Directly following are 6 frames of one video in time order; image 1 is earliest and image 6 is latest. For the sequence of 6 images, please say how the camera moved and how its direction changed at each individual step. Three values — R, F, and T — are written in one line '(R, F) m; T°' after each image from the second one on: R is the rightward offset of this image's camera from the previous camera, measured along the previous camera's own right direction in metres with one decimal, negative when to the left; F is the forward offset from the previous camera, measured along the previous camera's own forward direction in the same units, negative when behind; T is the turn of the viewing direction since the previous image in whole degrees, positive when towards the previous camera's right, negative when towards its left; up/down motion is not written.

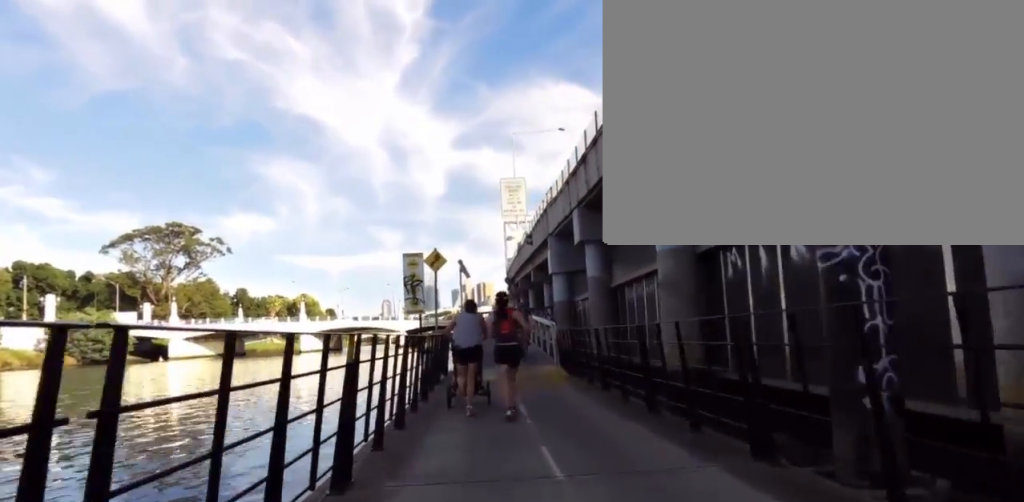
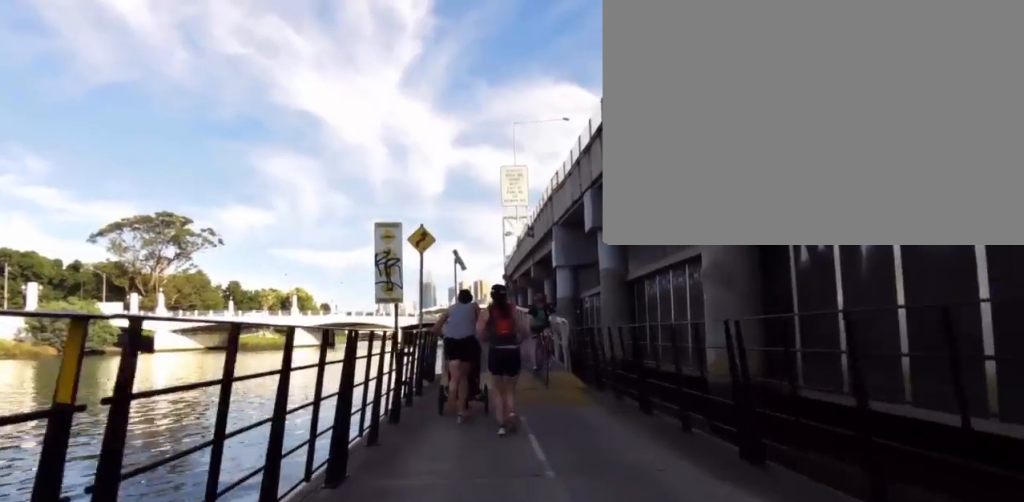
(0.0, +2.6) m; 0°
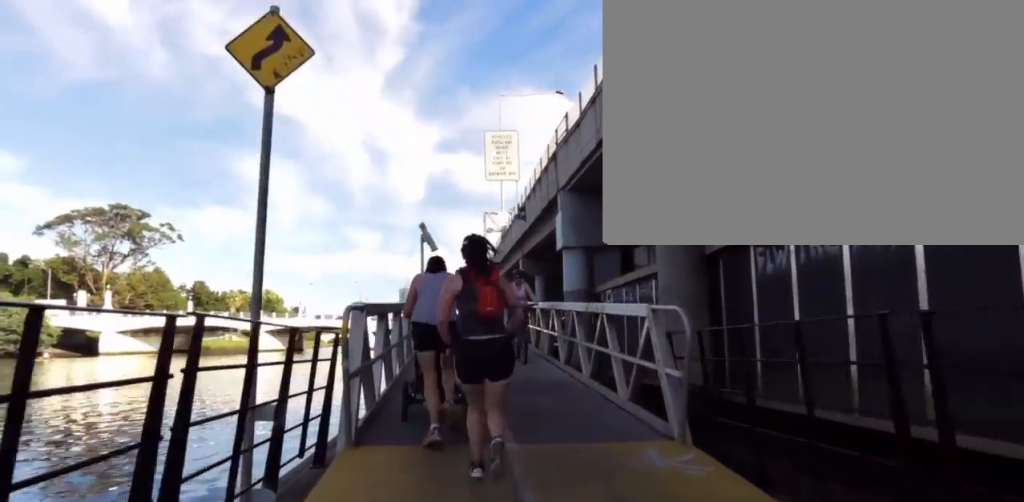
(0.0, +7.5) m; 0°
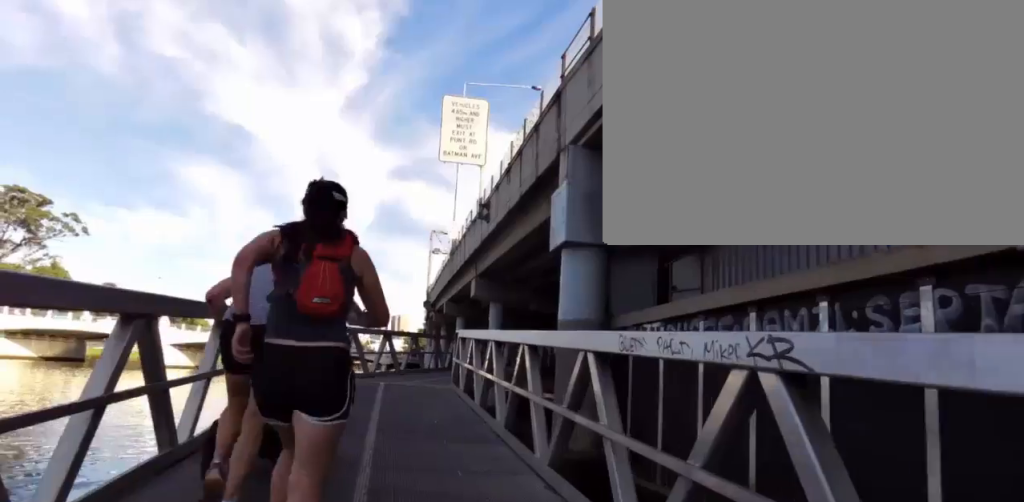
(+0.2, +7.9) m; +7°
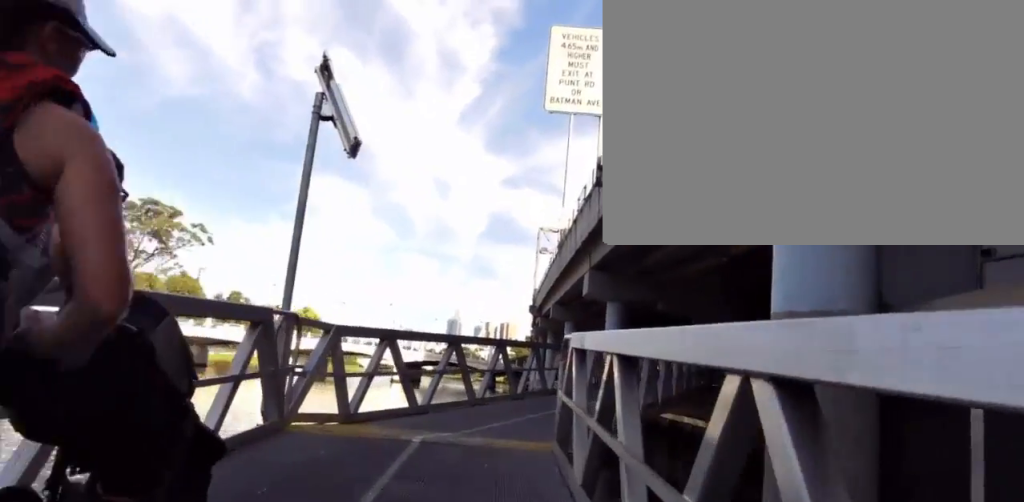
(+0.7, +6.5) m; +3°
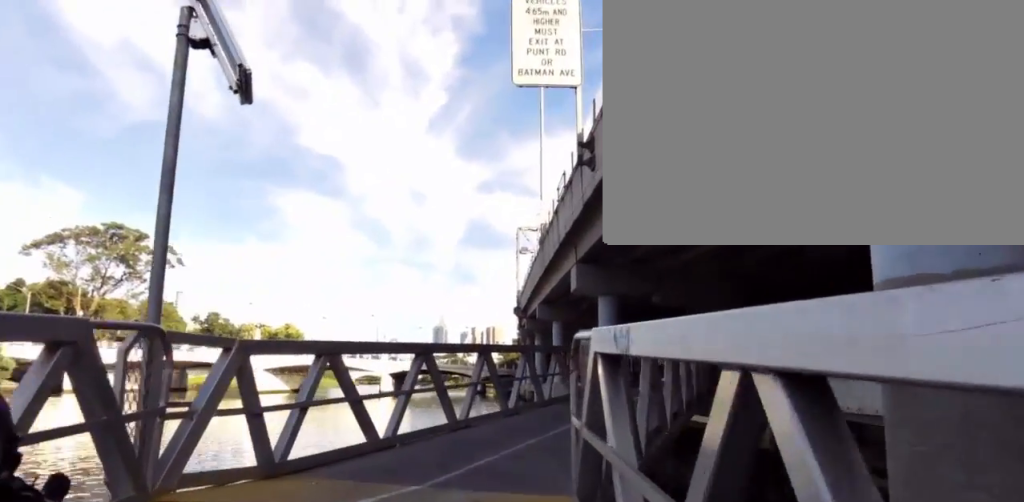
(-0.2, +2.2) m; -4°
